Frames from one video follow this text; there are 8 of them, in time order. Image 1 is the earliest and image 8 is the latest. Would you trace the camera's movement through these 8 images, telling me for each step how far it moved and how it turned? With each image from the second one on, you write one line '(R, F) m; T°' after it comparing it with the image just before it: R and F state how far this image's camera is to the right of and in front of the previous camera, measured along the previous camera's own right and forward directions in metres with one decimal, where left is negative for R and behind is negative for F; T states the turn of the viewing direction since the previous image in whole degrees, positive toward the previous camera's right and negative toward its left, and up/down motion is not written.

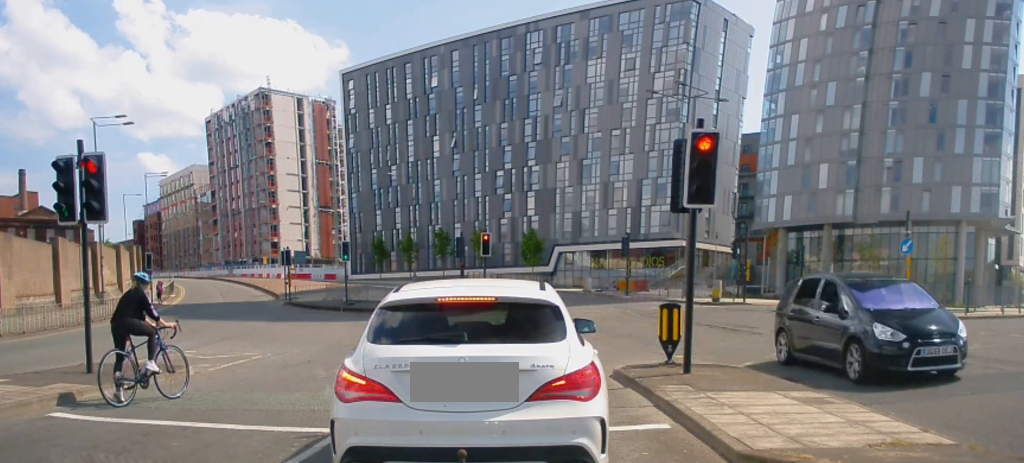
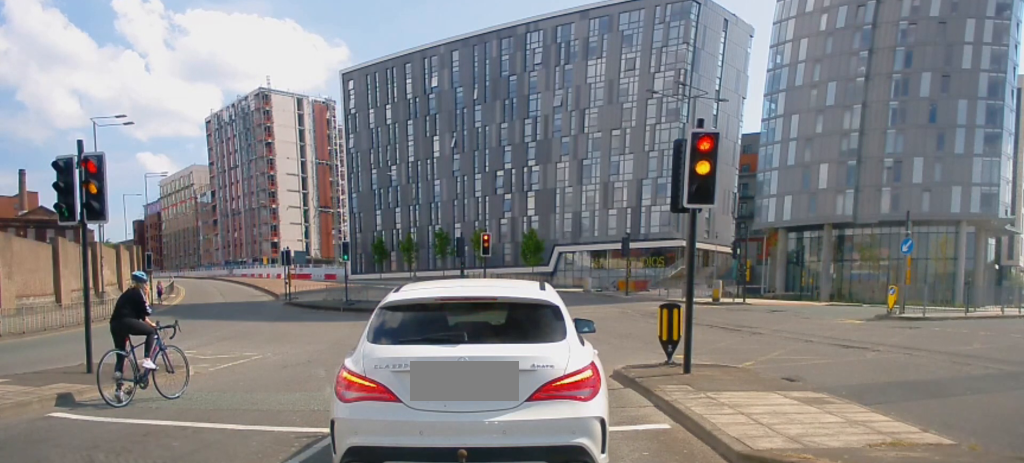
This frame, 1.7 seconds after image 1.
(0.0, 0.0) m; 0°
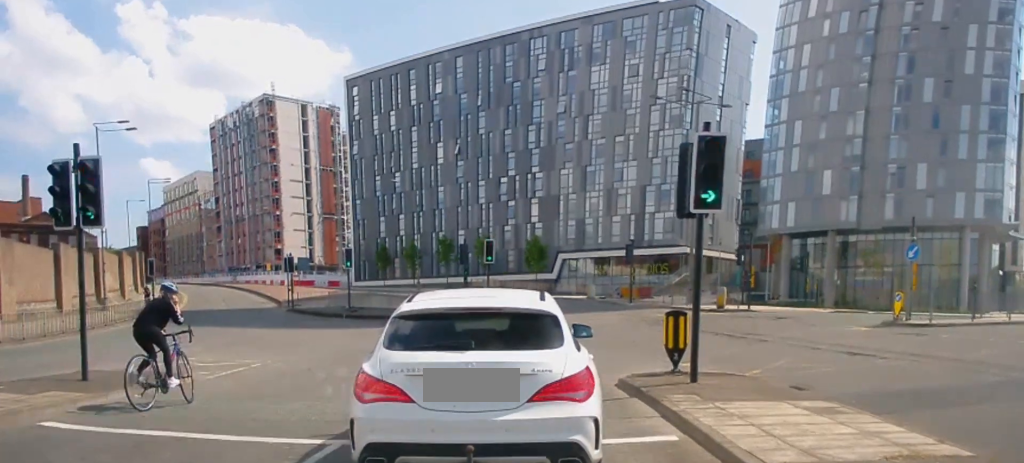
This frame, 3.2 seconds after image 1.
(0.0, 0.0) m; 0°
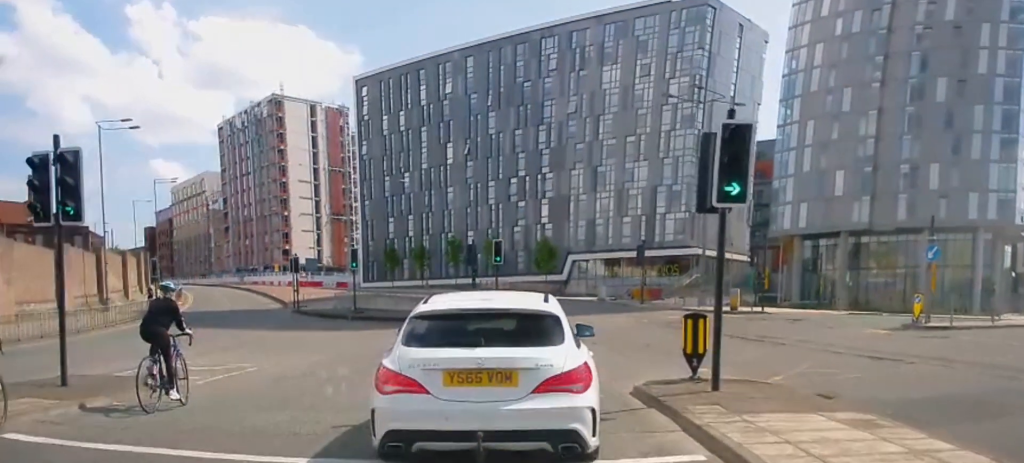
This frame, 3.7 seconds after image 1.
(0.0, 0.0) m; 0°
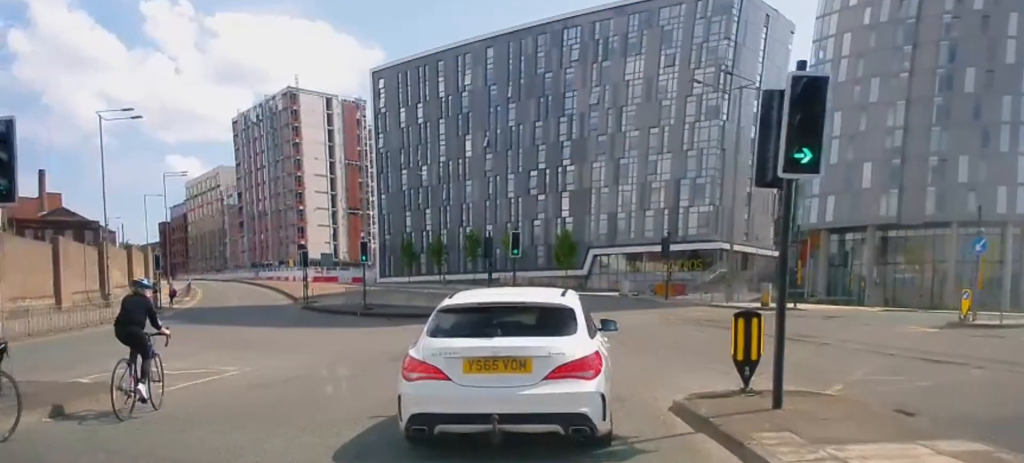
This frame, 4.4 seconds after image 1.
(-0.4, +1.6) m; -3°
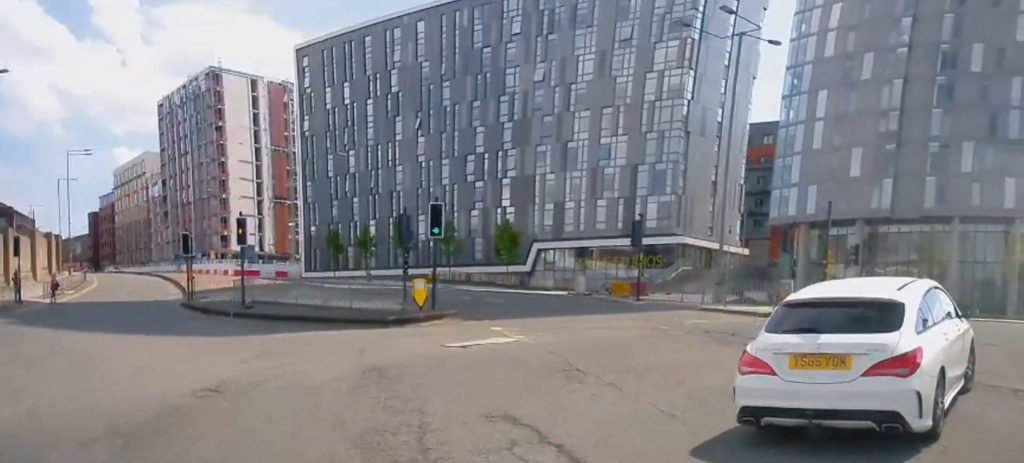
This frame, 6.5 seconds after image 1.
(-0.3, +8.2) m; +3°
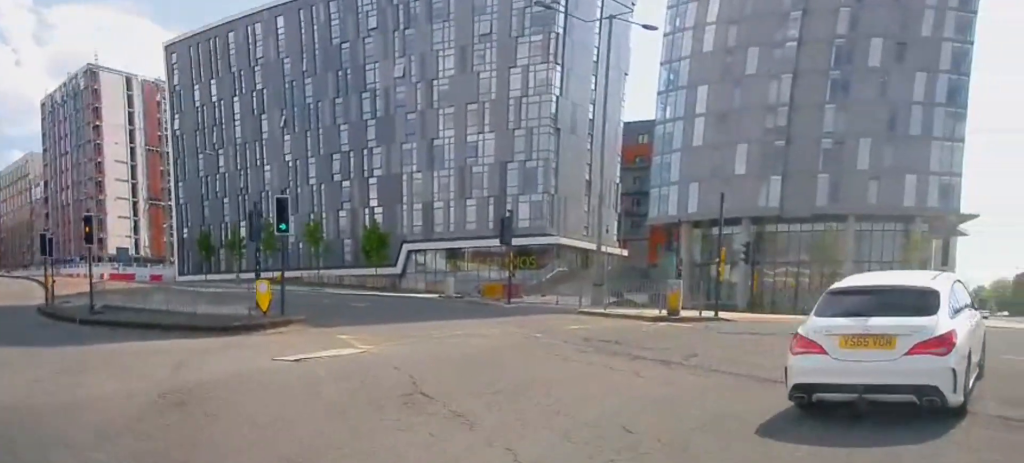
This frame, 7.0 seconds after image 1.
(0.0, +2.4) m; +6°
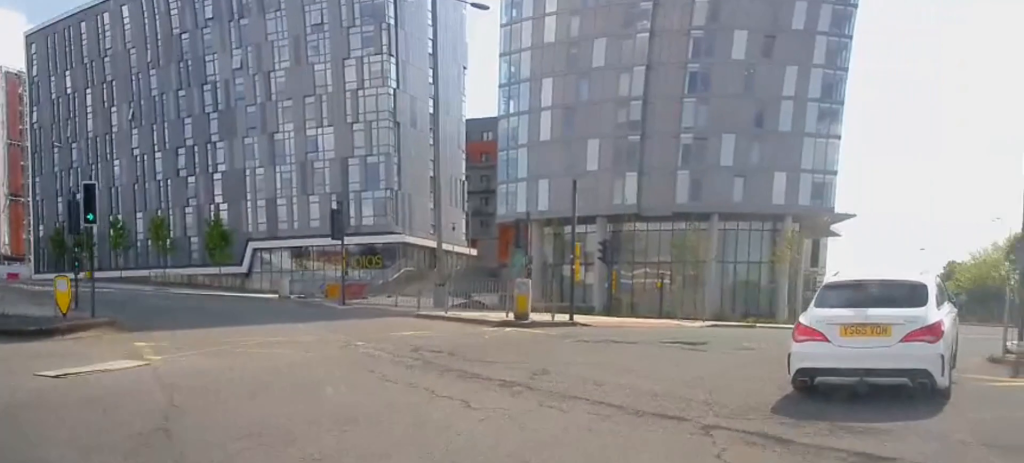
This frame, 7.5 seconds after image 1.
(+0.3, +2.9) m; +13°
